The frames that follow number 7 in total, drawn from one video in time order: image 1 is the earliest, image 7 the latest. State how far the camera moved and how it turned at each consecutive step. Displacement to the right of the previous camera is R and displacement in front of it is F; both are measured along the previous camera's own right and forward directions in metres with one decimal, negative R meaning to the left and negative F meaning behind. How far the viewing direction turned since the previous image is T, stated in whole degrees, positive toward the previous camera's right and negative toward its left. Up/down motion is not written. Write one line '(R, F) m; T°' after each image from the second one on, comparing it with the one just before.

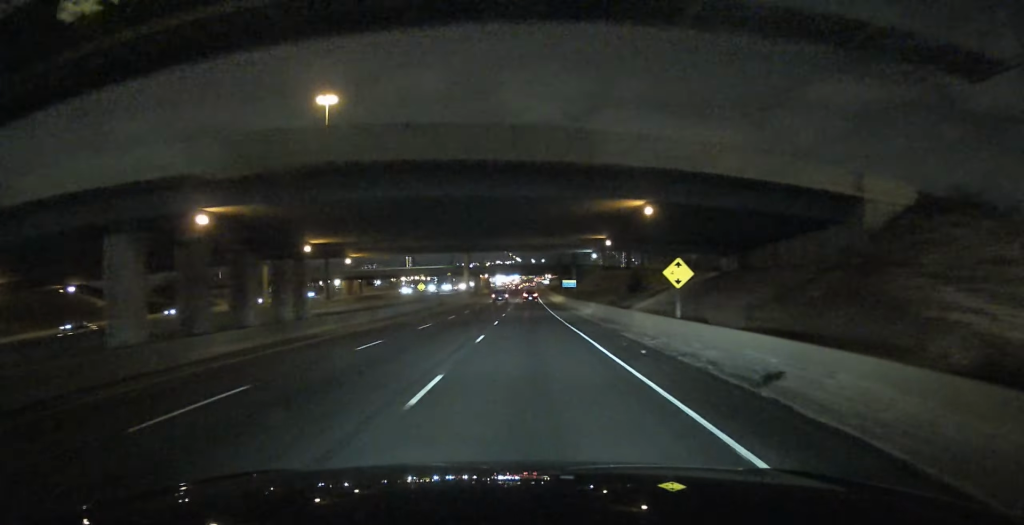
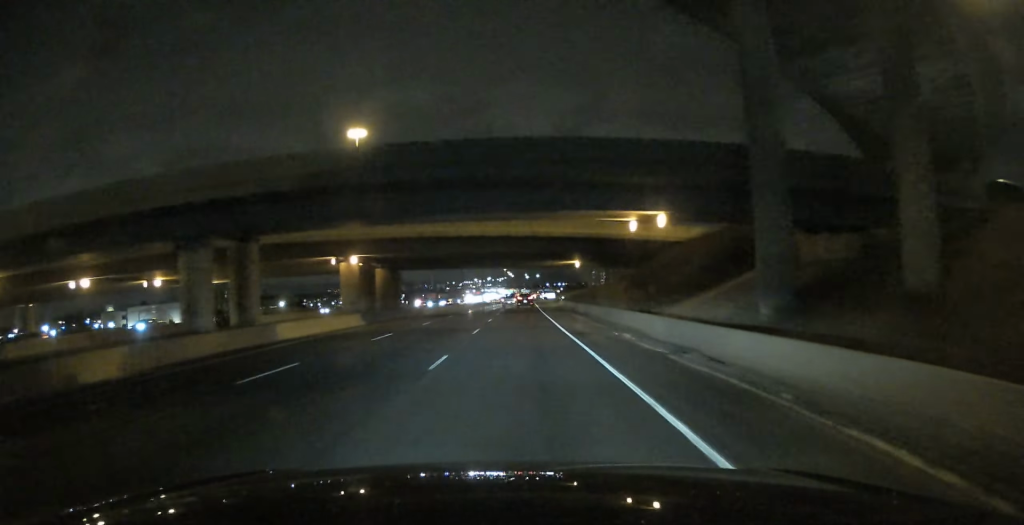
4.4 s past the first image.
(+0.1, +145.5) m; +1°
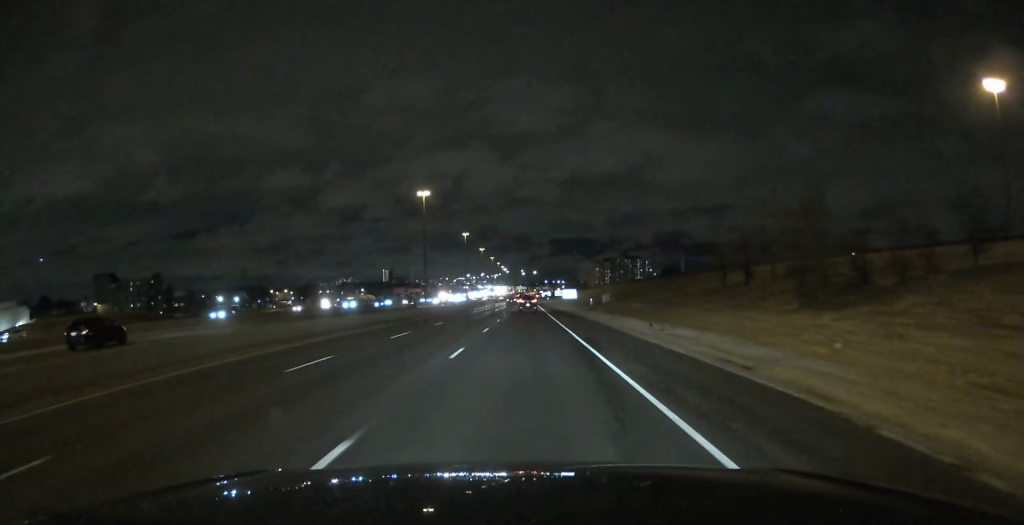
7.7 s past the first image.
(+0.7, +108.8) m; 0°
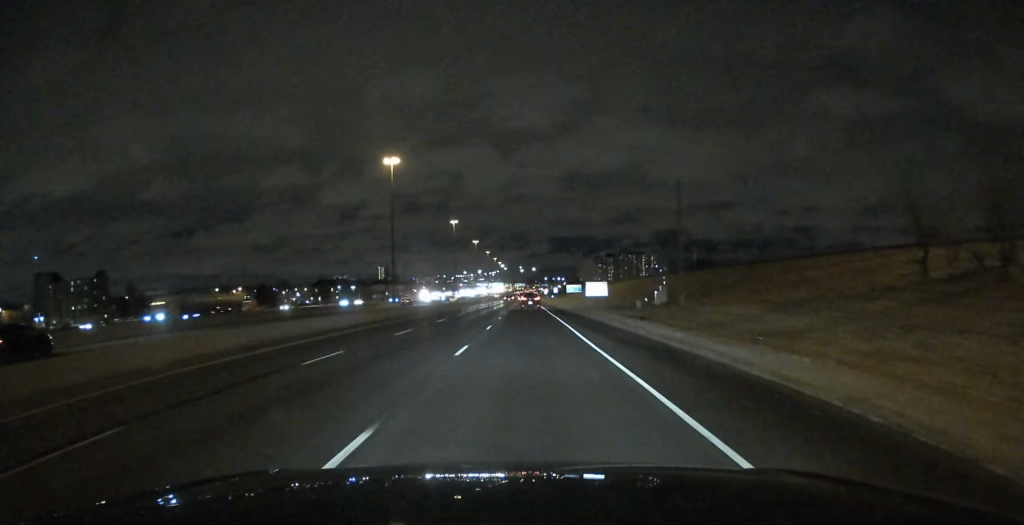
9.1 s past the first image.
(0.0, +48.4) m; 0°
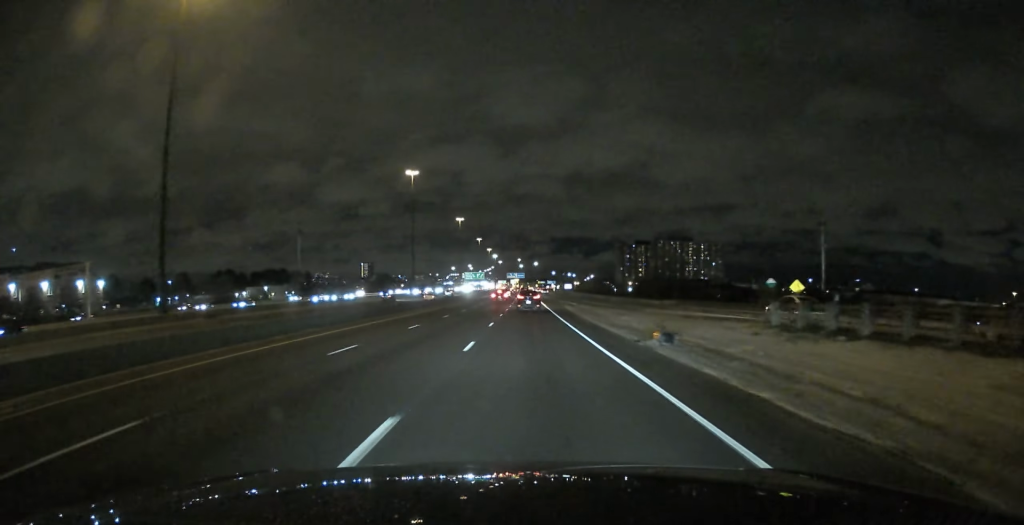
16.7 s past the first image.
(+0.1, +249.7) m; 0°
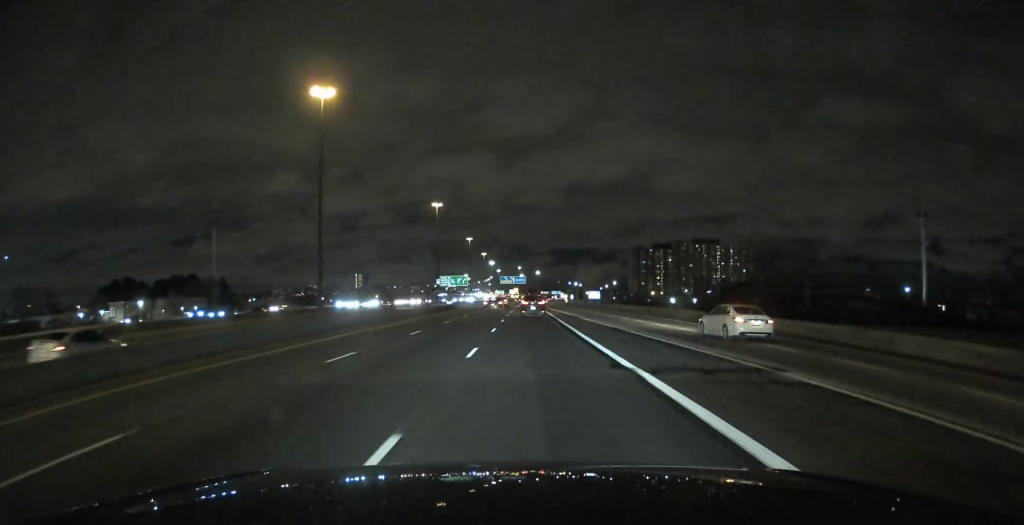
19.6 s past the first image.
(+0.3, +88.7) m; 0°
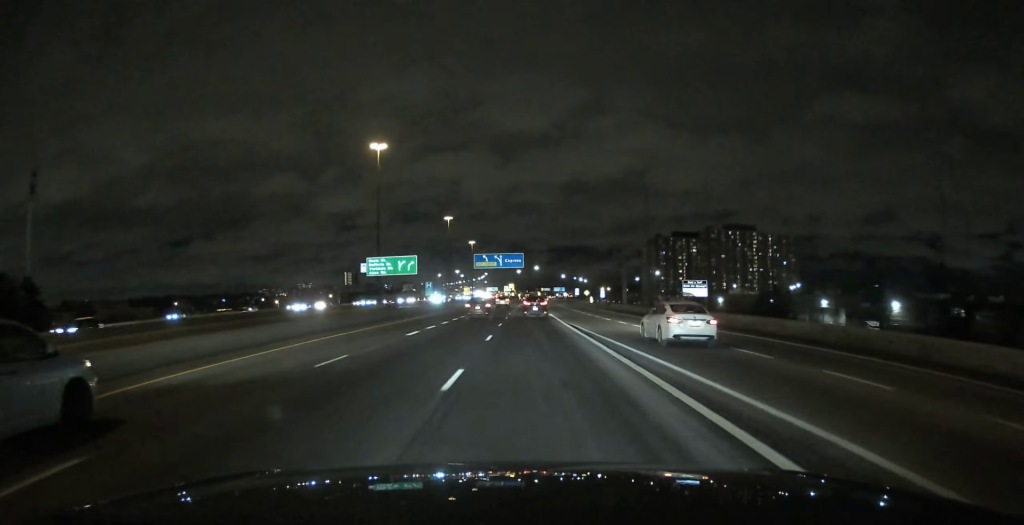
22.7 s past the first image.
(-0.1, +93.5) m; 0°
